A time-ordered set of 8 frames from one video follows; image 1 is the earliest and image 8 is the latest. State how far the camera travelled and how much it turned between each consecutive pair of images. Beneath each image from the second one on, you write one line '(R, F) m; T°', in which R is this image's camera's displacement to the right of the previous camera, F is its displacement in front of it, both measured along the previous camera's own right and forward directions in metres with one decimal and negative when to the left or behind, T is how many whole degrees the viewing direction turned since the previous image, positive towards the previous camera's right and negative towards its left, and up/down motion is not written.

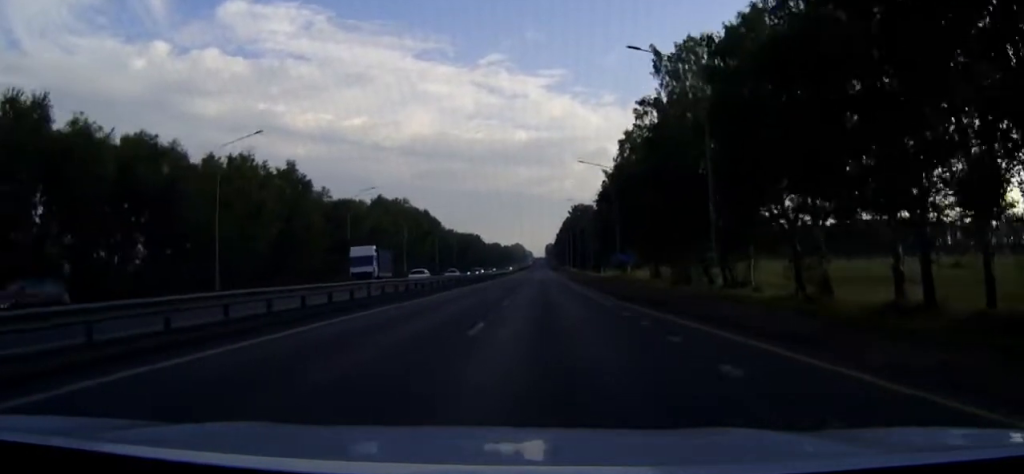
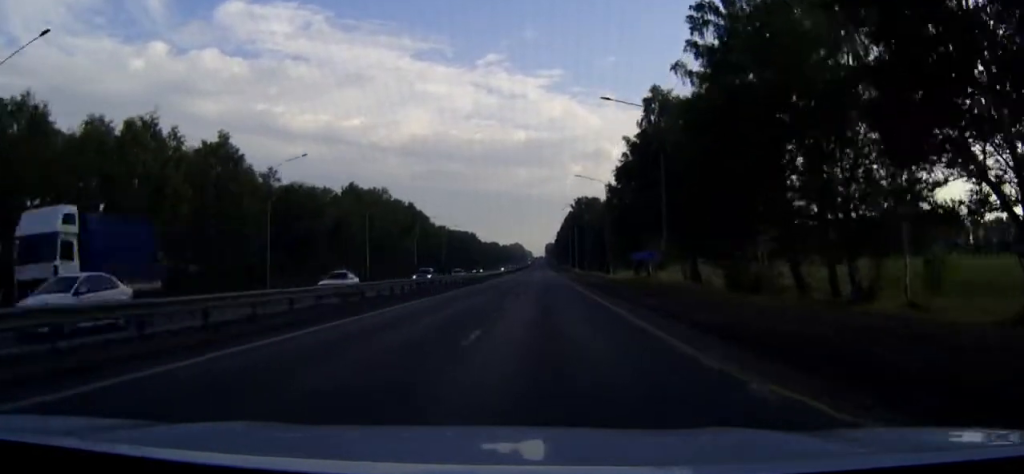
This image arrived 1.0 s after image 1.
(0.0, +25.1) m; 0°
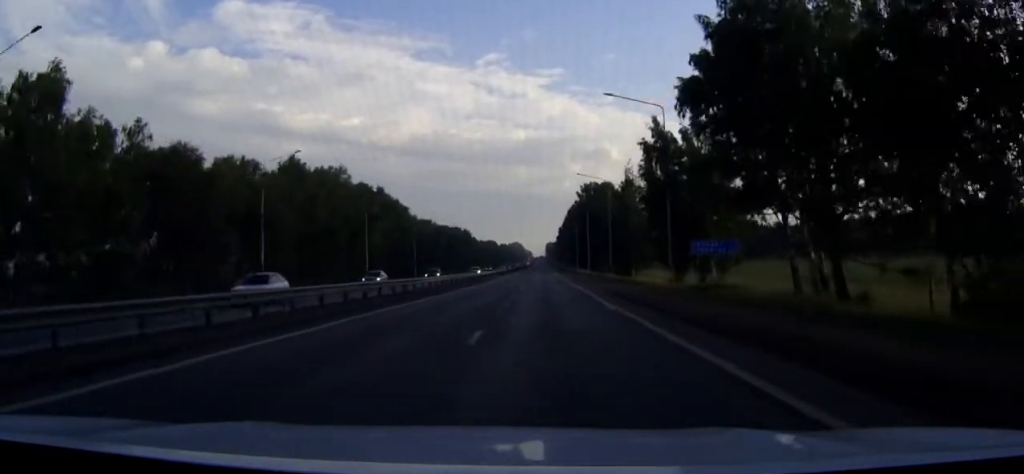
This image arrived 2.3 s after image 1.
(0.0, +35.8) m; 0°
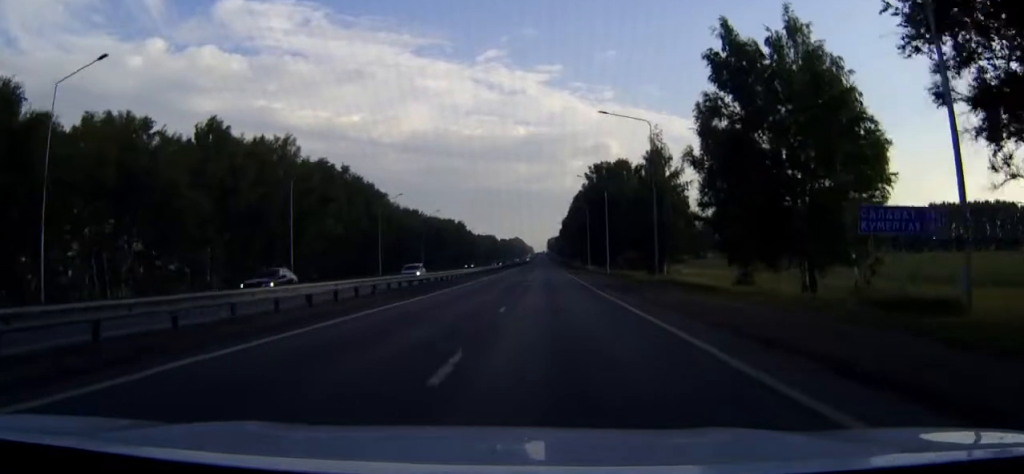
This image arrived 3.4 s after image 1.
(0.0, +28.8) m; 0°
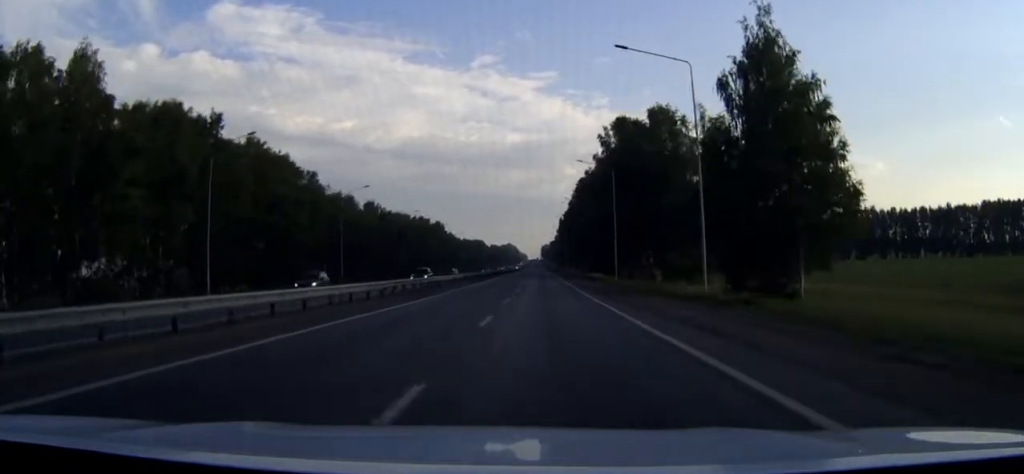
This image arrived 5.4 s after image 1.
(+0.2, +50.3) m; 0°
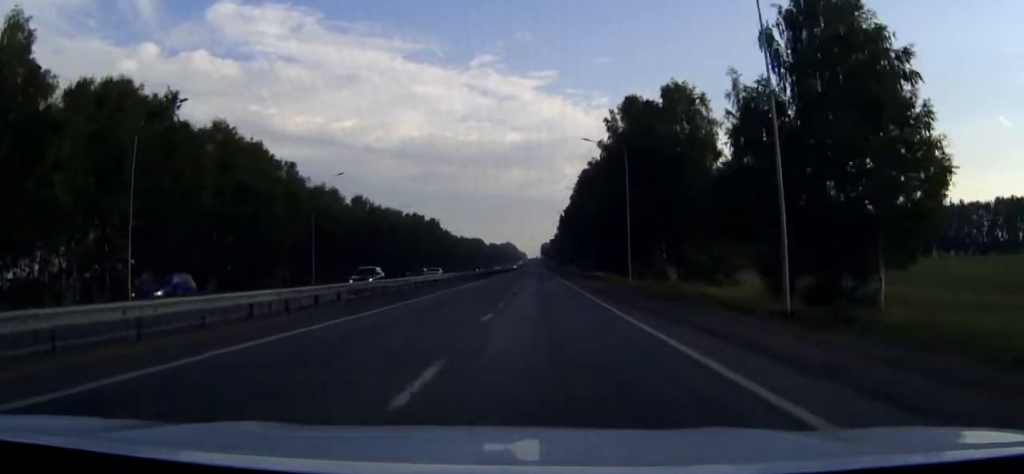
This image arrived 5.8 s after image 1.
(0.0, +10.4) m; 0°
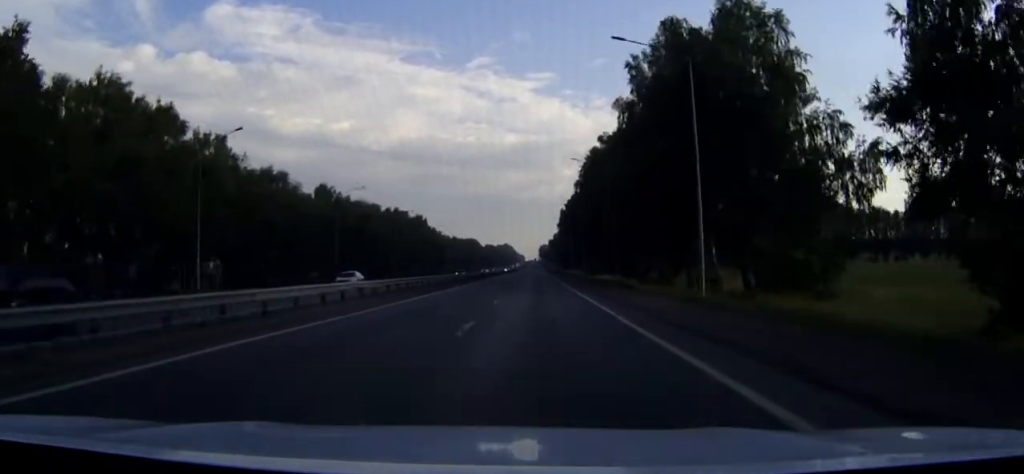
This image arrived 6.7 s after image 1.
(0.0, +25.3) m; 0°
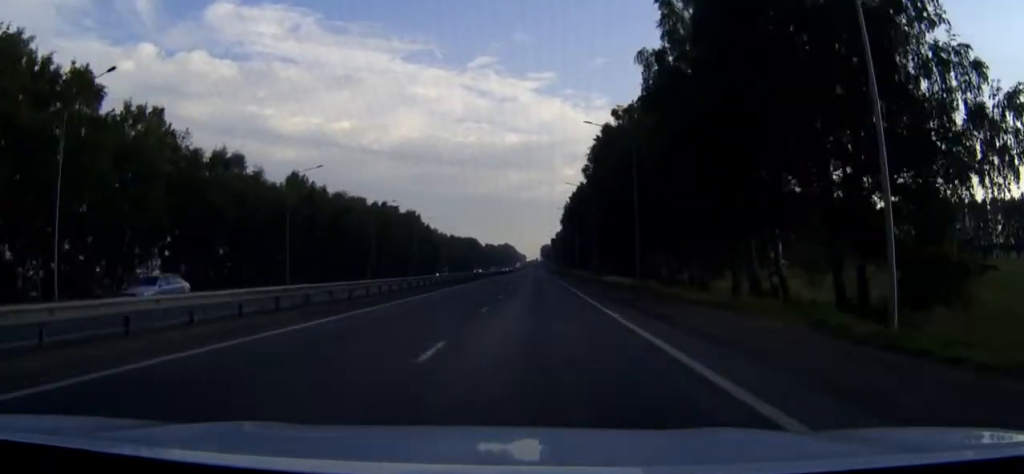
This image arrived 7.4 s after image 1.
(0.0, +16.6) m; 0°
